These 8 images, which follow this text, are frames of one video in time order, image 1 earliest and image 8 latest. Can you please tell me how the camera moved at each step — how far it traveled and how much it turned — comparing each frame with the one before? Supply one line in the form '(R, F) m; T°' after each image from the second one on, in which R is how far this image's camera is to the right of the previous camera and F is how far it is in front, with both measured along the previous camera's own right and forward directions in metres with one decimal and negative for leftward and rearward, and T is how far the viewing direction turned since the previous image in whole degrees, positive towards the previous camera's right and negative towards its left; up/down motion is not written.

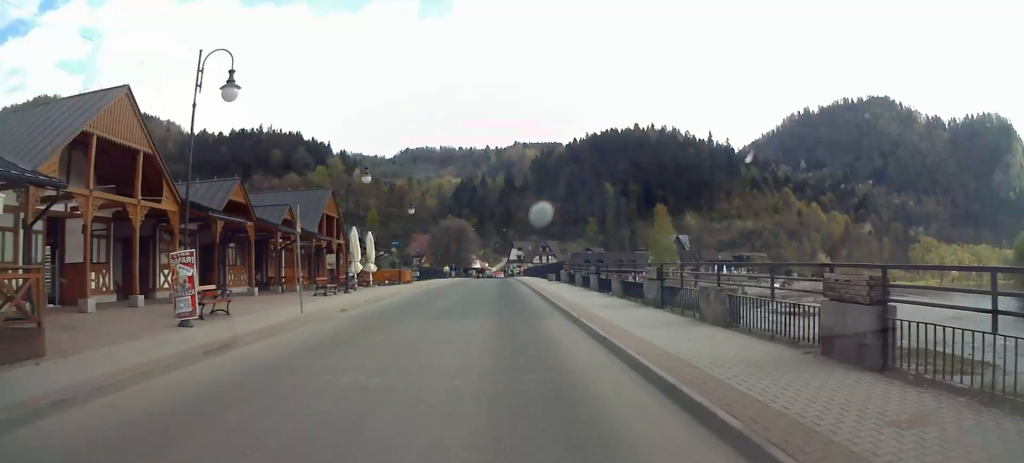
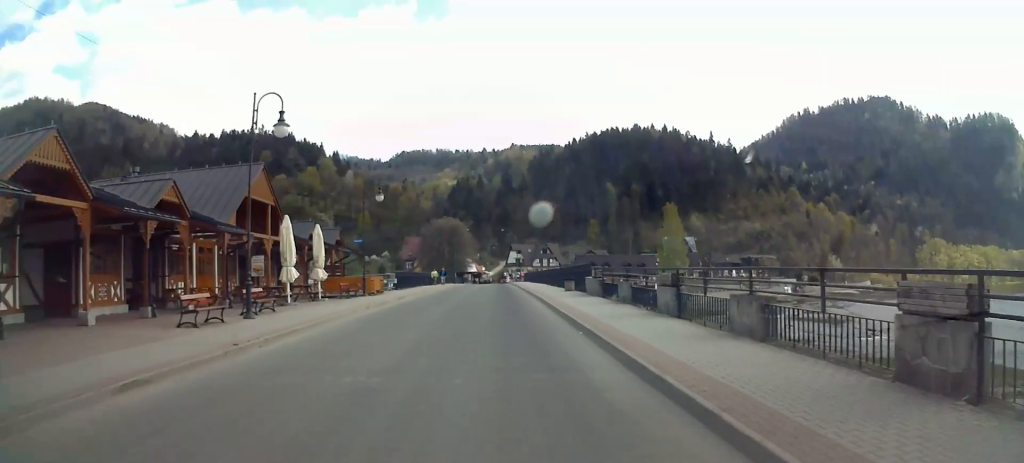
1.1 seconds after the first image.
(+0.2, +12.6) m; +2°
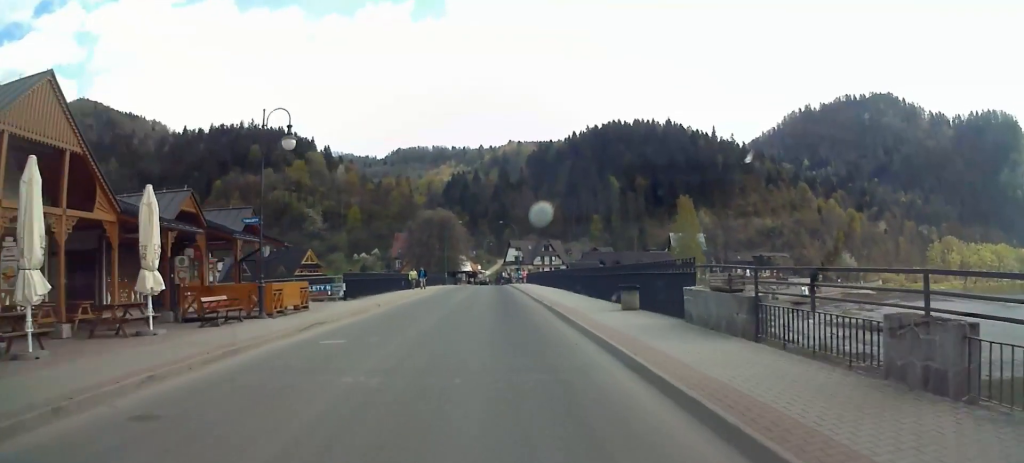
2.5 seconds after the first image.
(0.0, +16.3) m; -1°
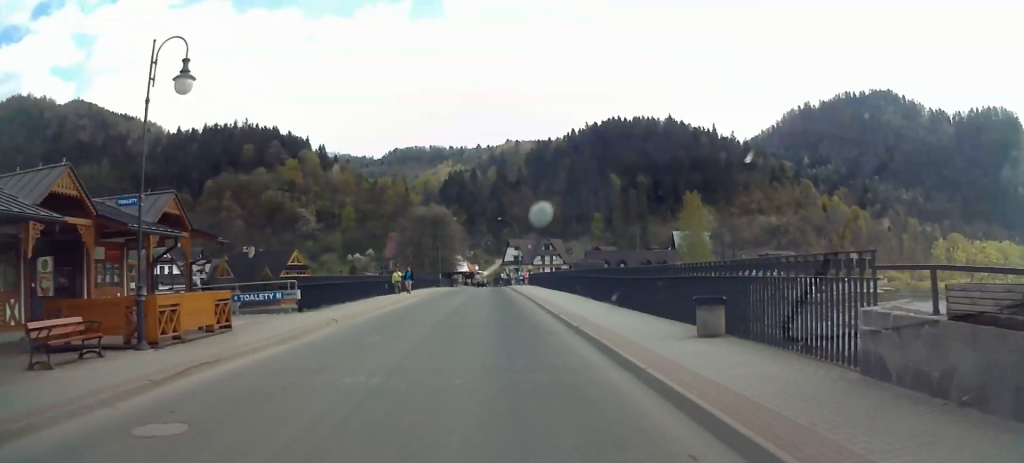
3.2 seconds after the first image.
(-0.2, +7.5) m; 0°
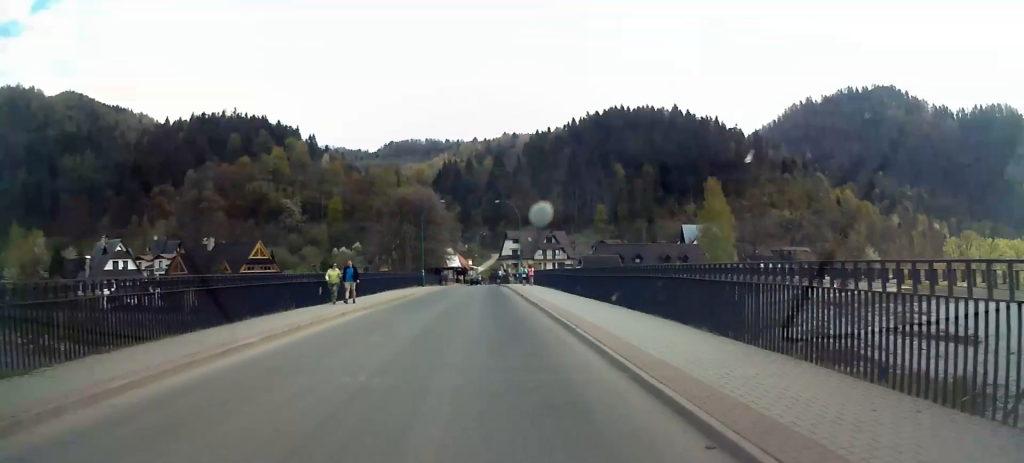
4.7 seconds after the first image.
(+0.2, +16.7) m; 0°
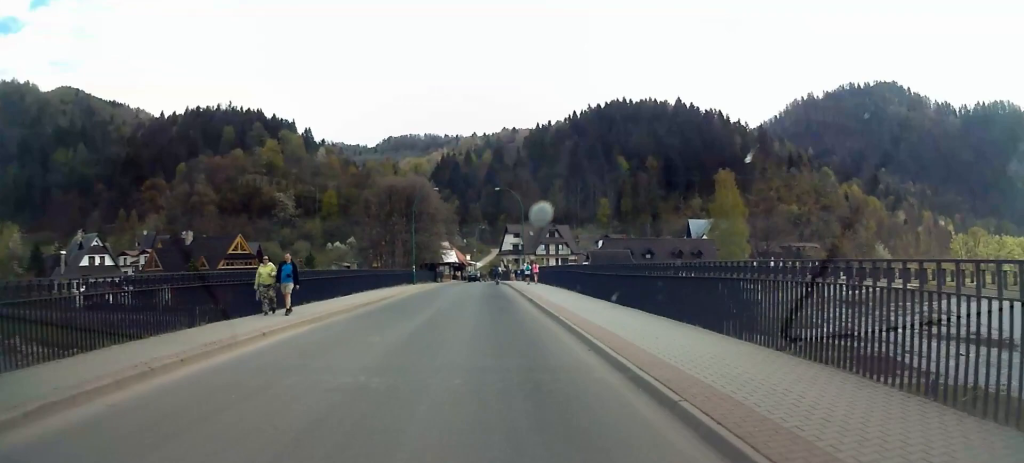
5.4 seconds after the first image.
(-0.1, +7.8) m; 0°
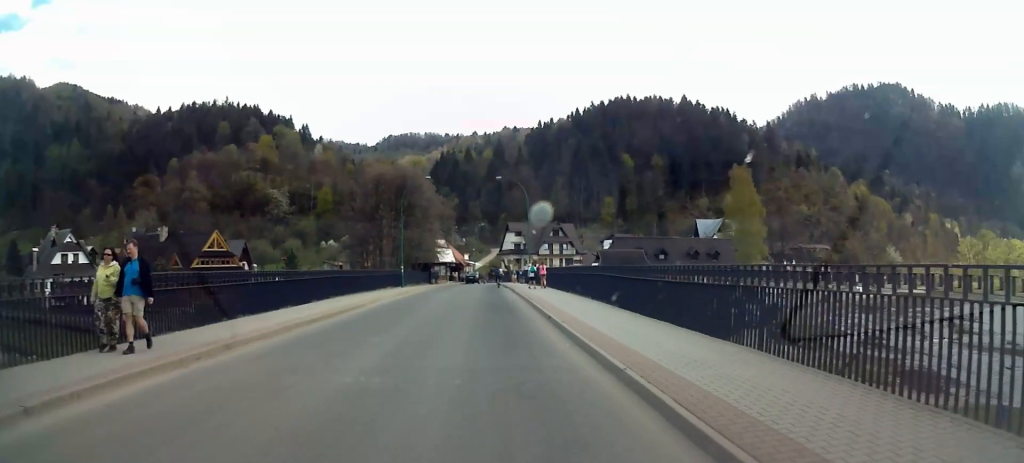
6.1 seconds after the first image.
(+0.2, +8.1) m; 0°
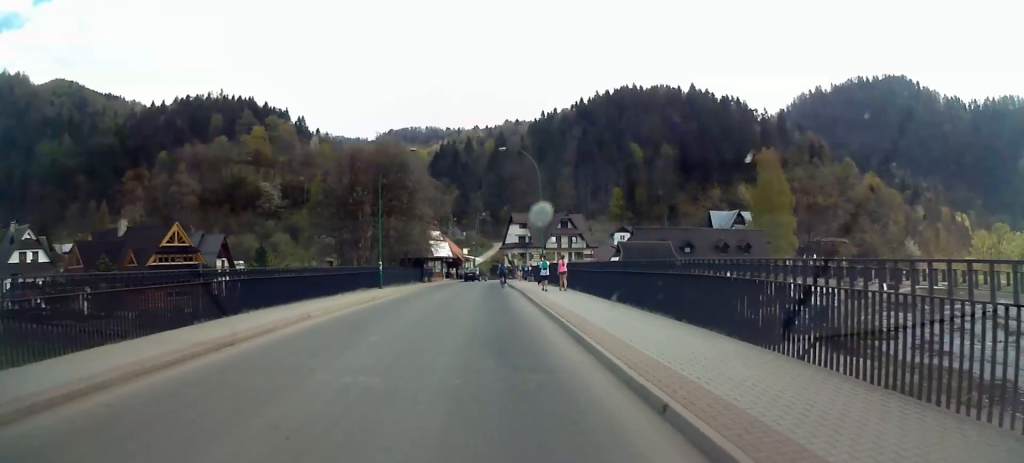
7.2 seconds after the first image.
(-0.3, +11.8) m; 0°
